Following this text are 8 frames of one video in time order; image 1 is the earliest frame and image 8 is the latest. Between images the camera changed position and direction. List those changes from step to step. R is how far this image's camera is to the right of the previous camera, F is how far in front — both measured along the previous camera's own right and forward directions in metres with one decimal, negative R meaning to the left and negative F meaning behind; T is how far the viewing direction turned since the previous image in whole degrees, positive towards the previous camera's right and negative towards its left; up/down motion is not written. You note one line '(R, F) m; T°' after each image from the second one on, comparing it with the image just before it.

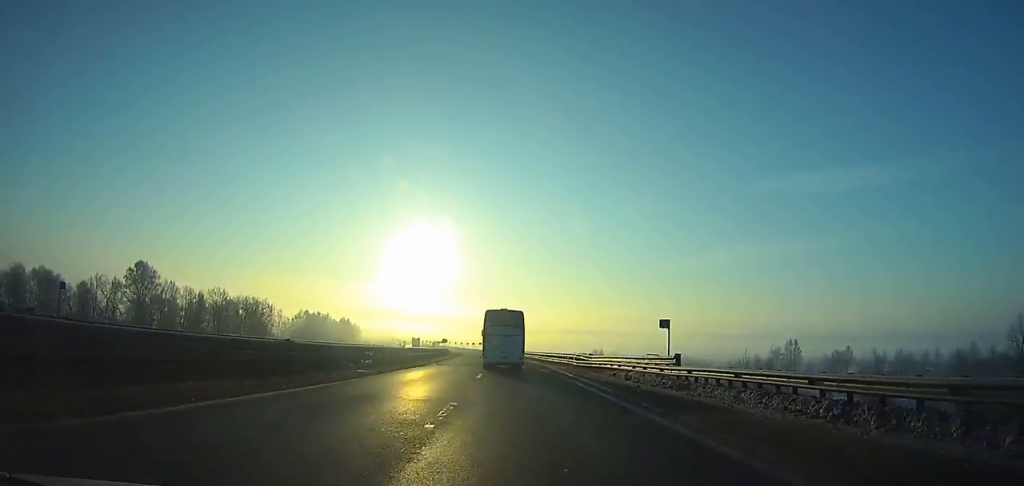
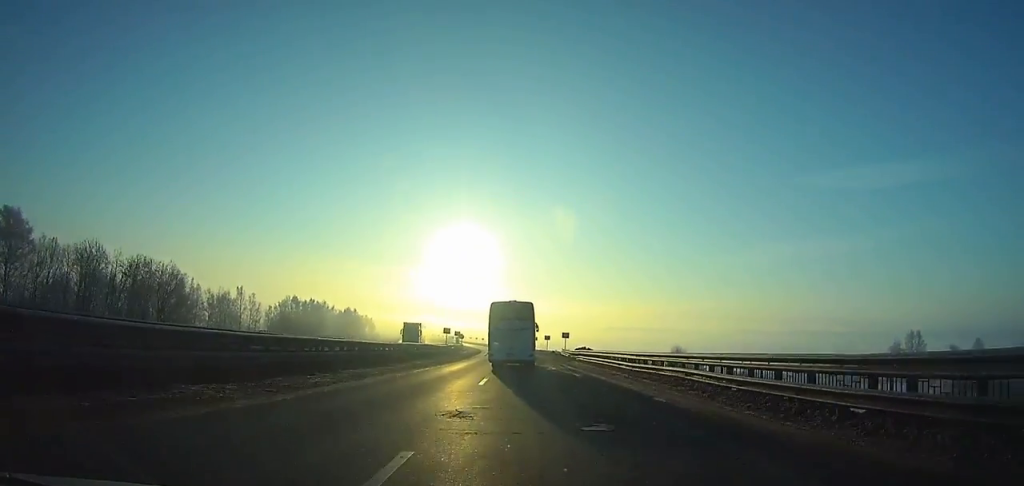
(-1.5, +53.4) m; -3°
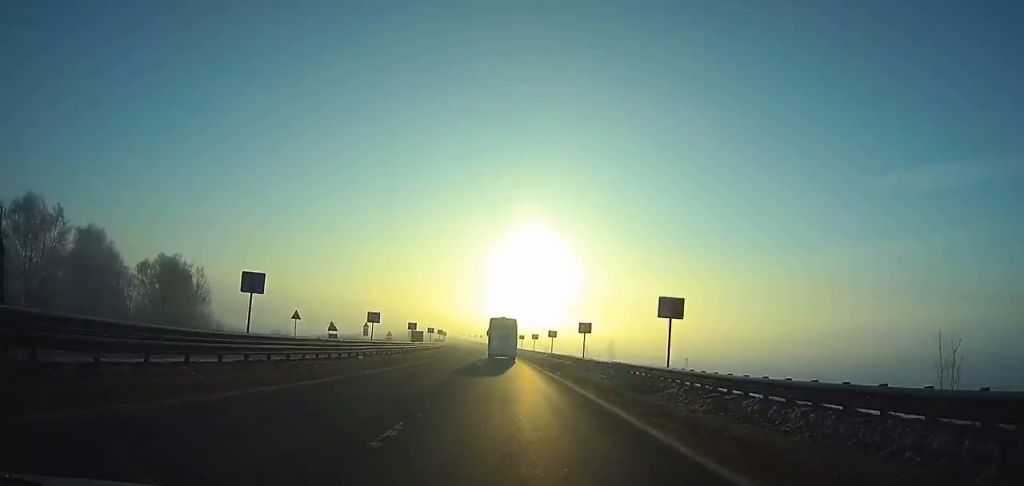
(-9.1, +172.7) m; -7°
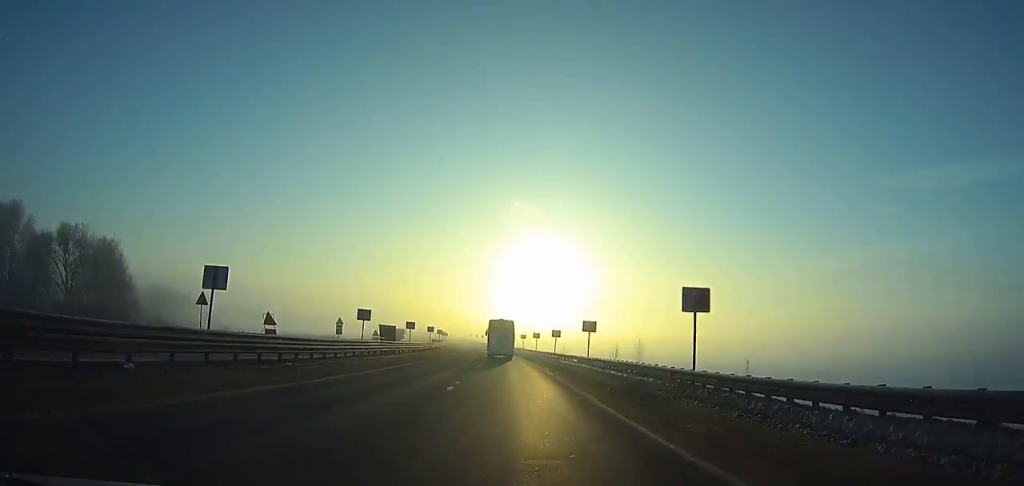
(-0.4, +23.6) m; -1°
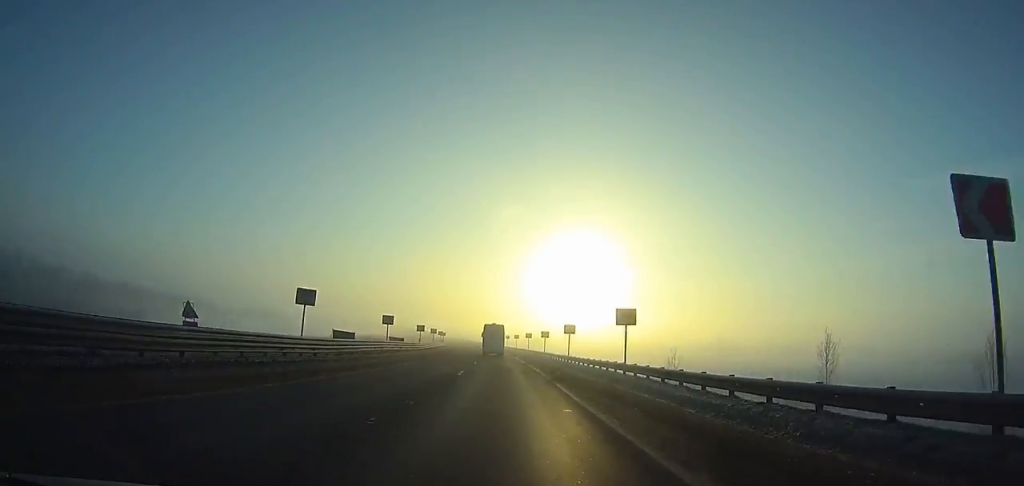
(-2.4, +72.4) m; -4°
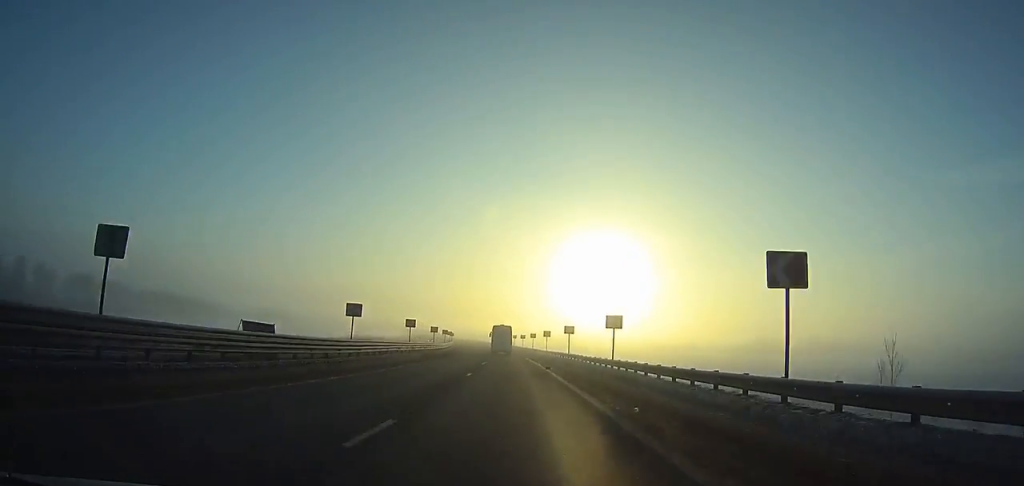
(-0.4, +34.2) m; -2°
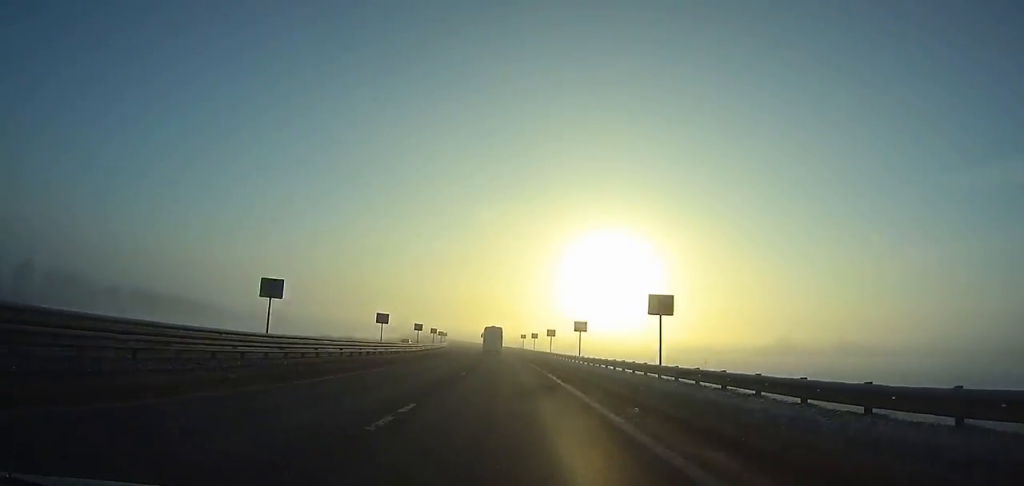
(-0.5, +30.8) m; -2°
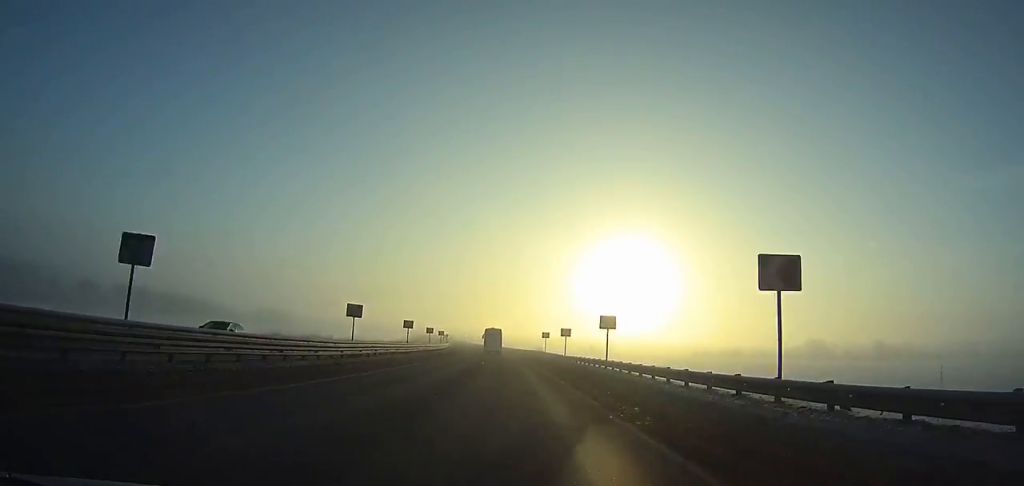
(-0.4, +29.1) m; -1°
